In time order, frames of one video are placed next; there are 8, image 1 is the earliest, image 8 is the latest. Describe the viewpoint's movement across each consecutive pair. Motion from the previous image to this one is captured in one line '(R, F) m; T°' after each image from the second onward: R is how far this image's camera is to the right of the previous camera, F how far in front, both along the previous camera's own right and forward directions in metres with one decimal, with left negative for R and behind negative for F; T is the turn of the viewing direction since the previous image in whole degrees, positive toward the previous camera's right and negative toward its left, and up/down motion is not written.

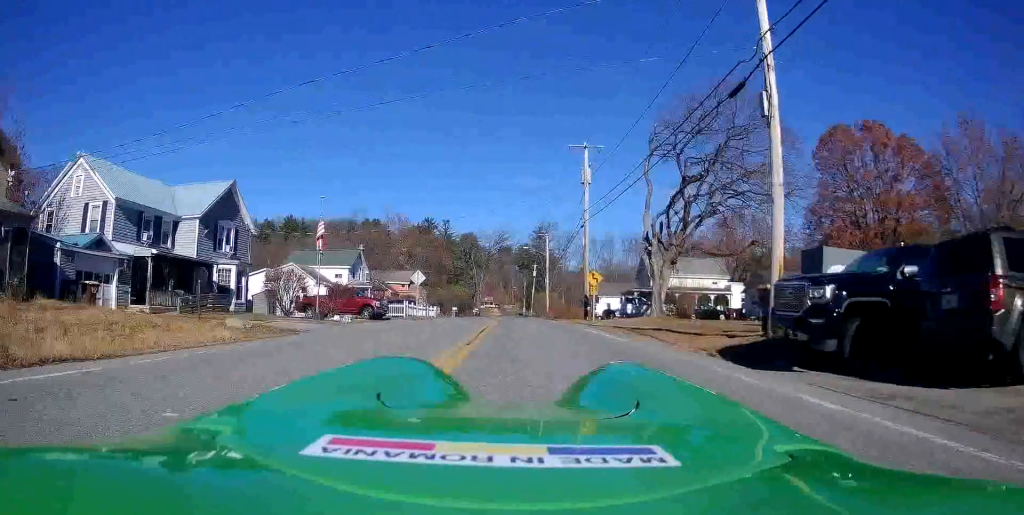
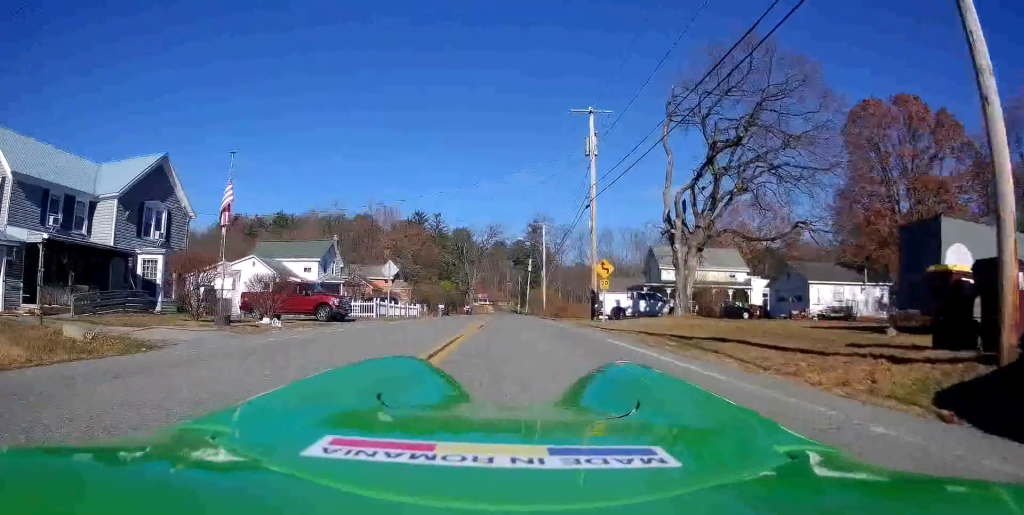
(-0.3, +6.9) m; 0°
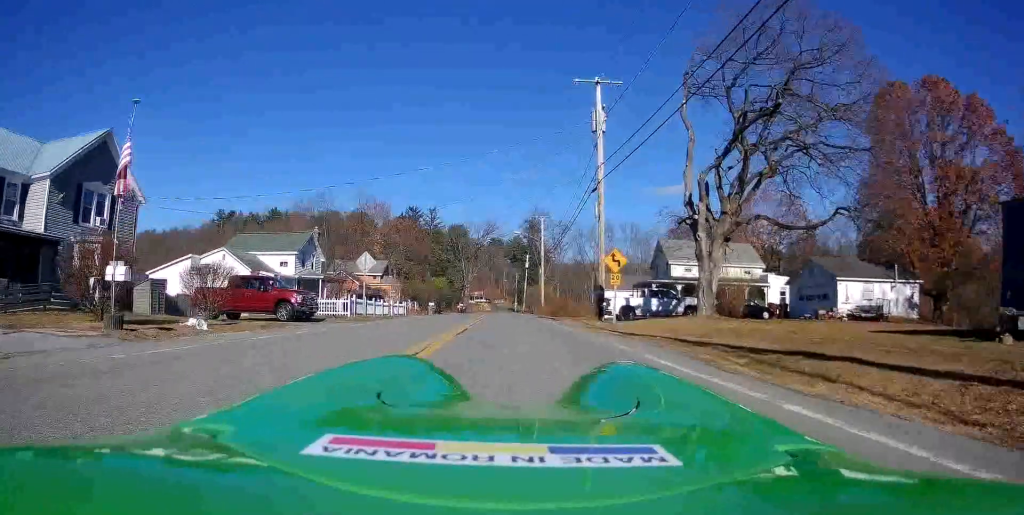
(+0.3, +4.7) m; 0°
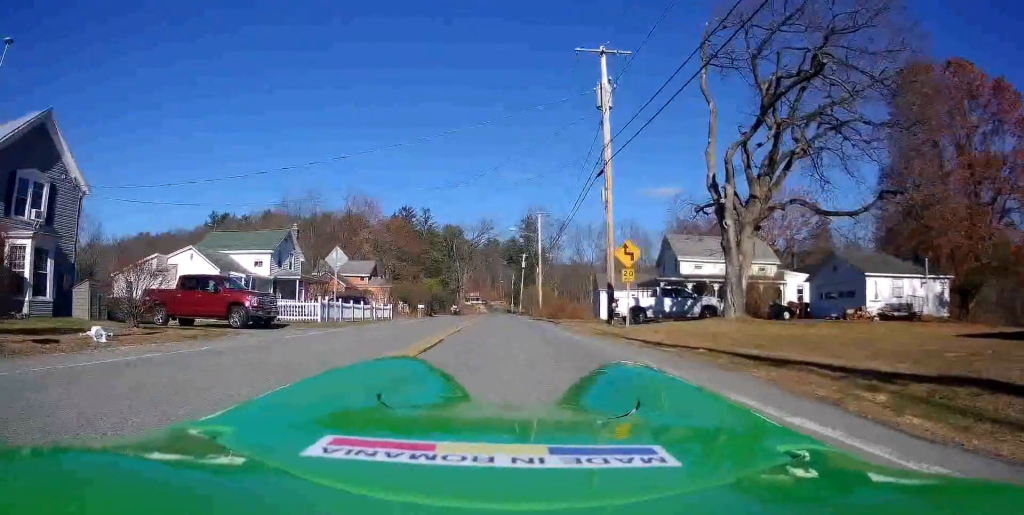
(-0.3, +4.2) m; 0°
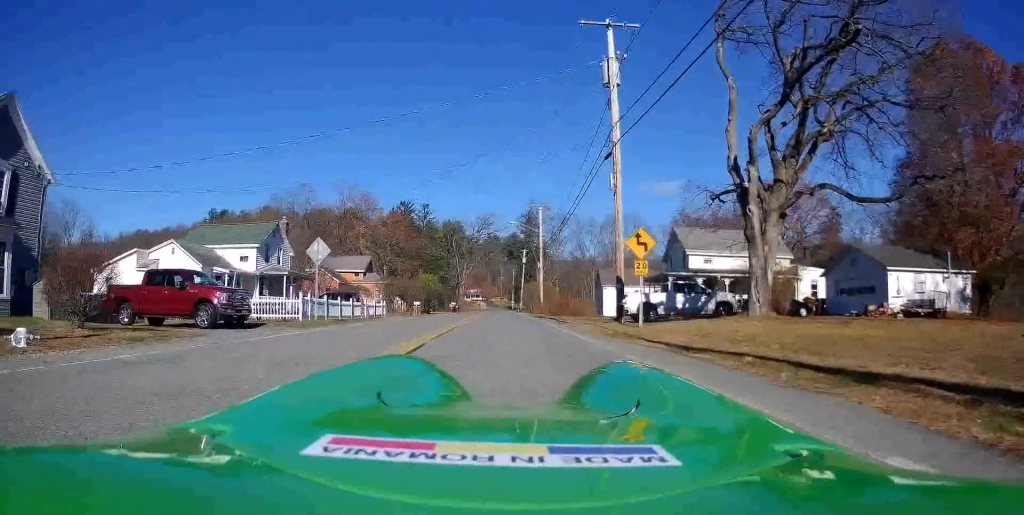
(0.0, +2.3) m; 0°
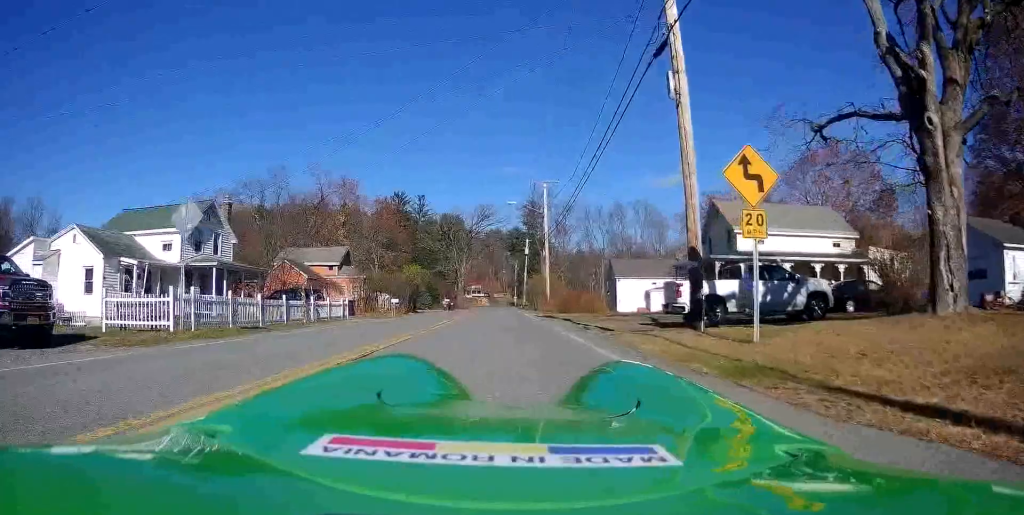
(-0.1, +9.9) m; -4°
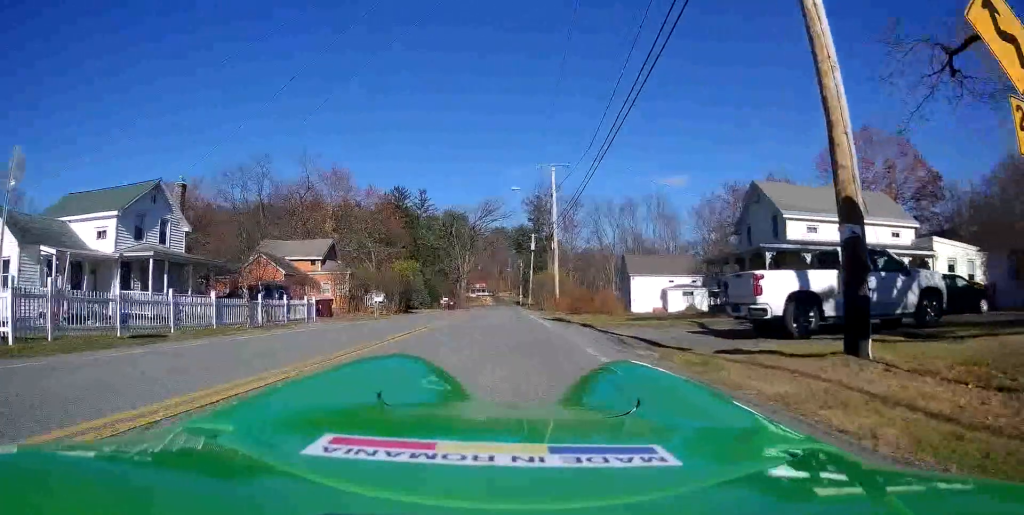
(0.0, +5.5) m; 0°
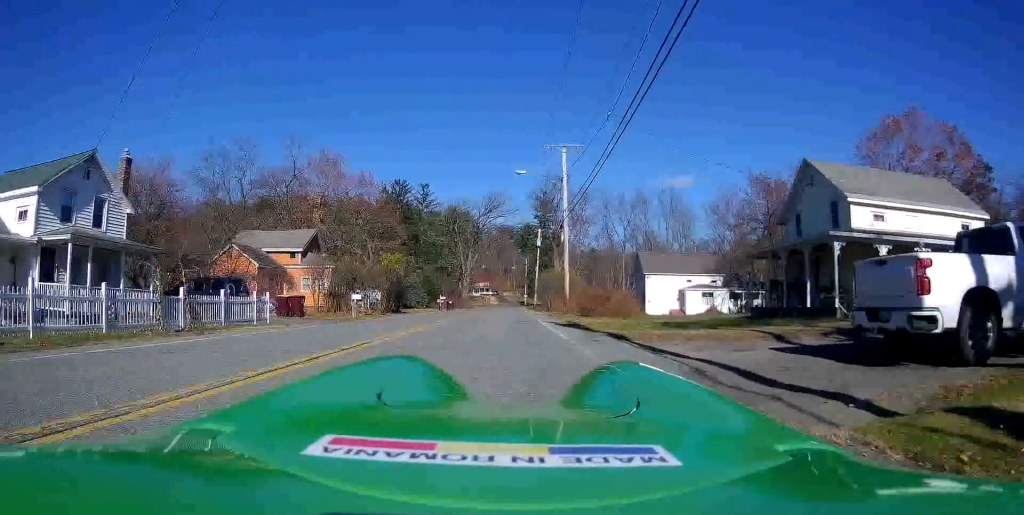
(0.0, +5.2) m; +1°
